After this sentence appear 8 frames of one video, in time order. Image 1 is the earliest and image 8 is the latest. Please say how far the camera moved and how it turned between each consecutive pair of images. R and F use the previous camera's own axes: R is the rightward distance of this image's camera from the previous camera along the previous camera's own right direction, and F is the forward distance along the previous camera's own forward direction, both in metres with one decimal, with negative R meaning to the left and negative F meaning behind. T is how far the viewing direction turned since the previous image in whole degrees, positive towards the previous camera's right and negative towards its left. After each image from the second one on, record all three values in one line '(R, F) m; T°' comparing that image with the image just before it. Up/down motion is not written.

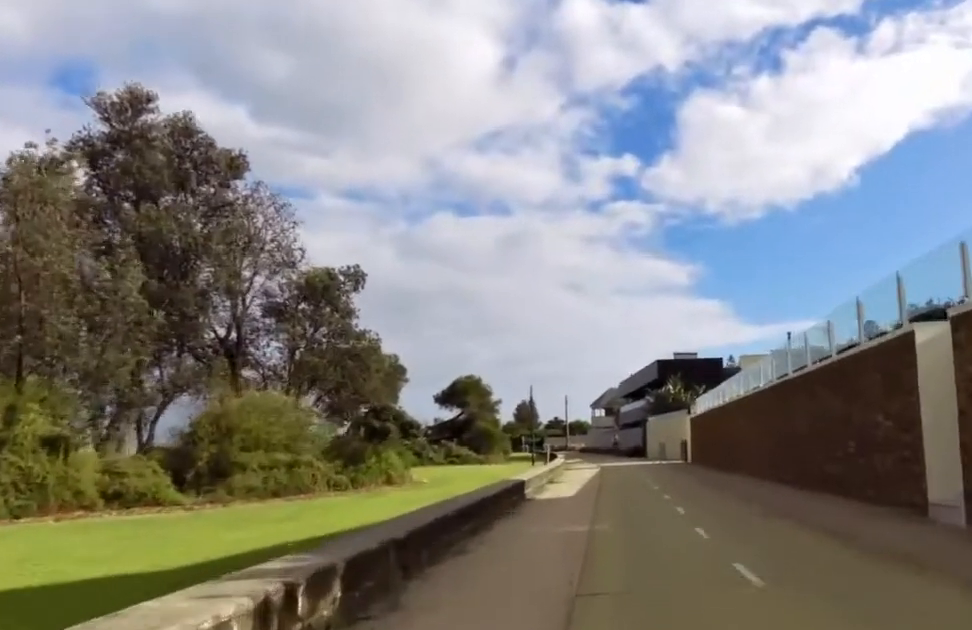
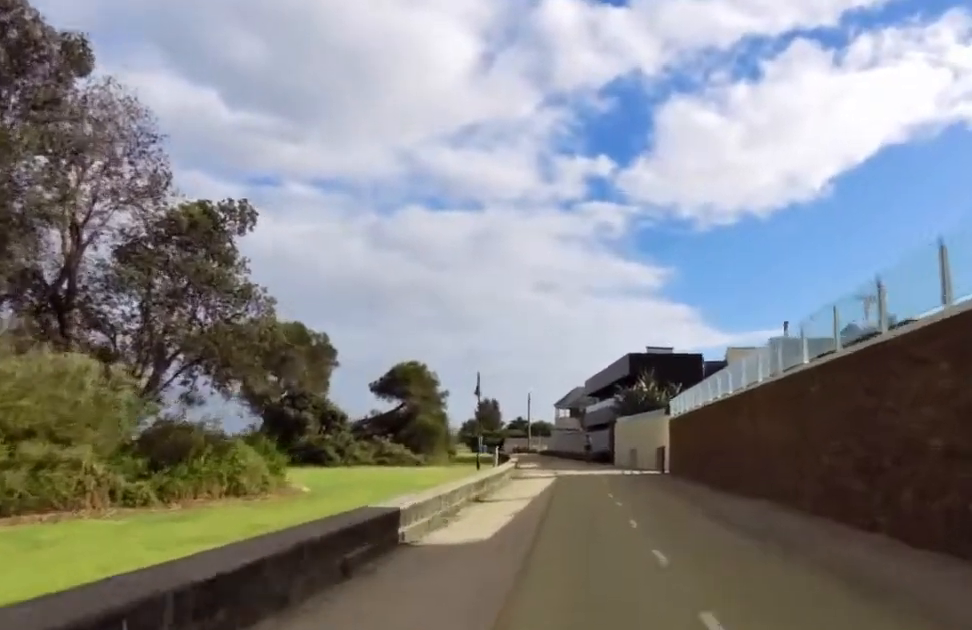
(0.0, +7.1) m; 0°
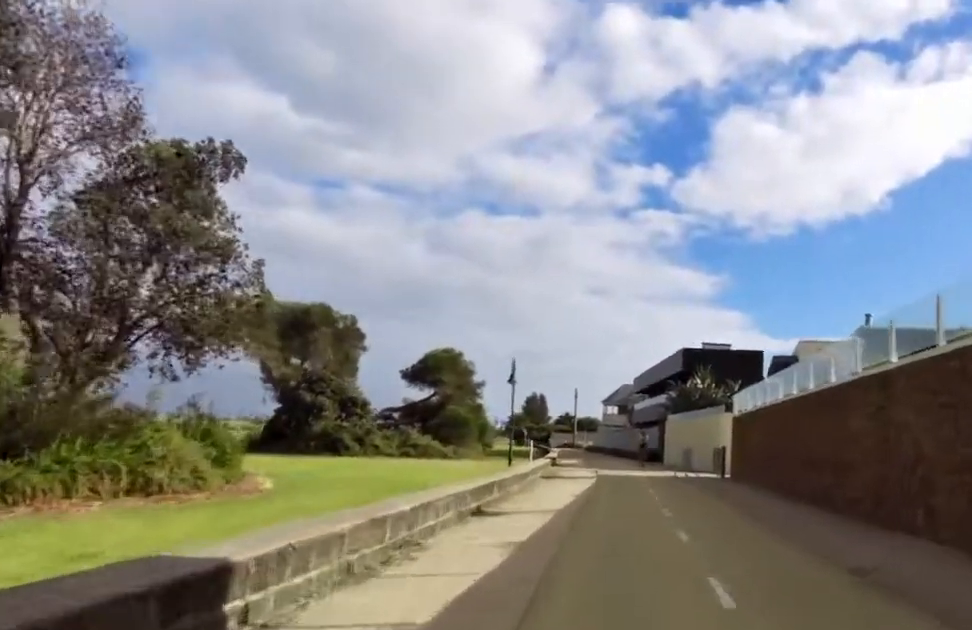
(0.0, +5.1) m; 0°
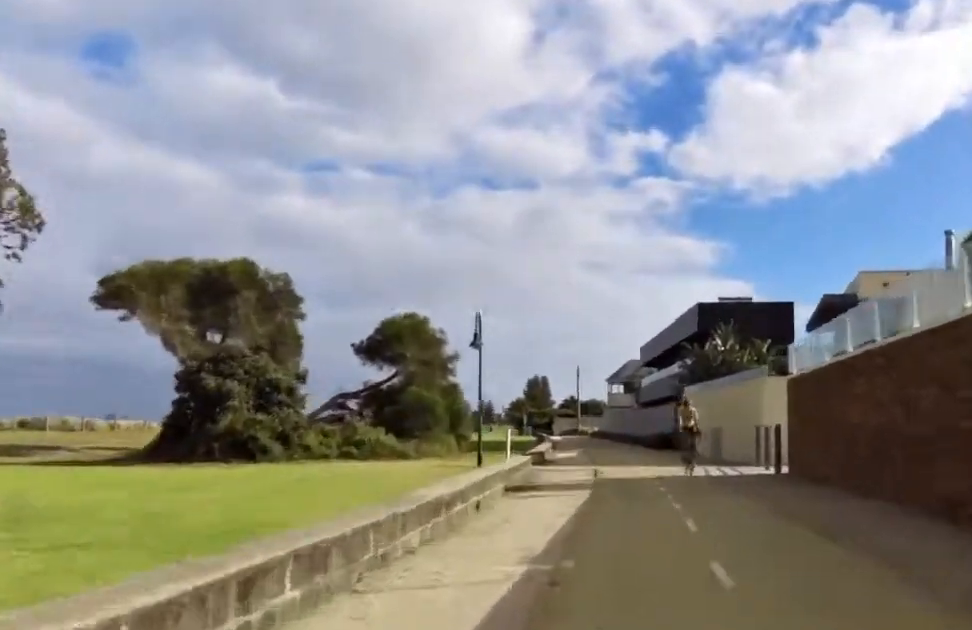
(0.0, +8.9) m; 0°
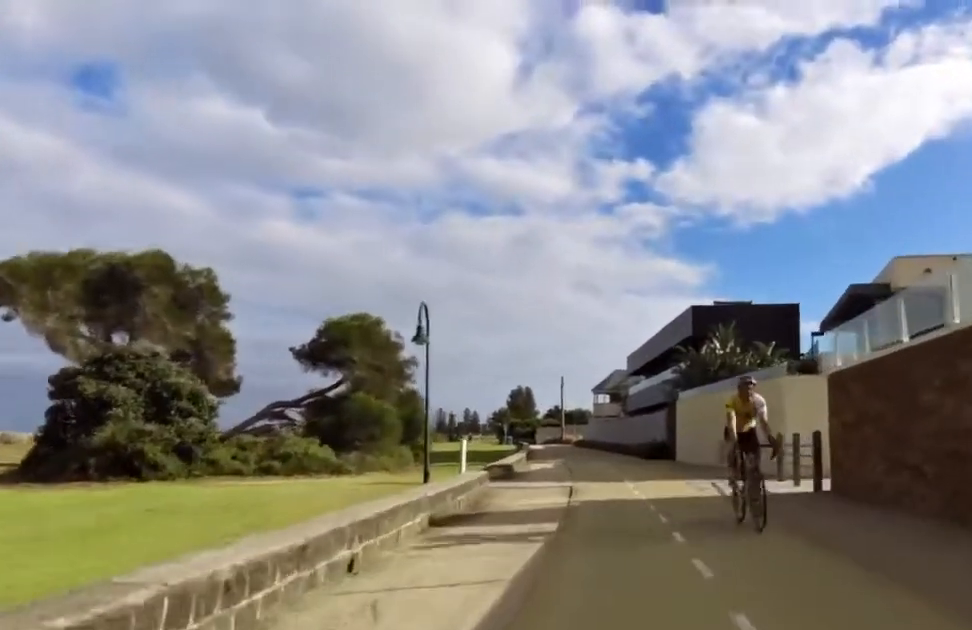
(0.0, +5.4) m; 0°
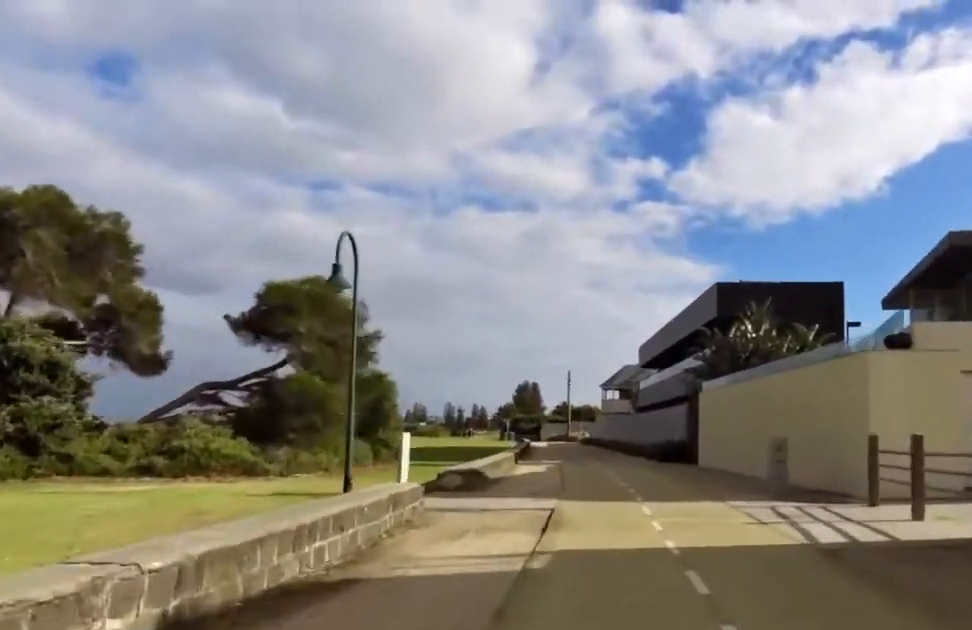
(0.0, +6.1) m; -2°
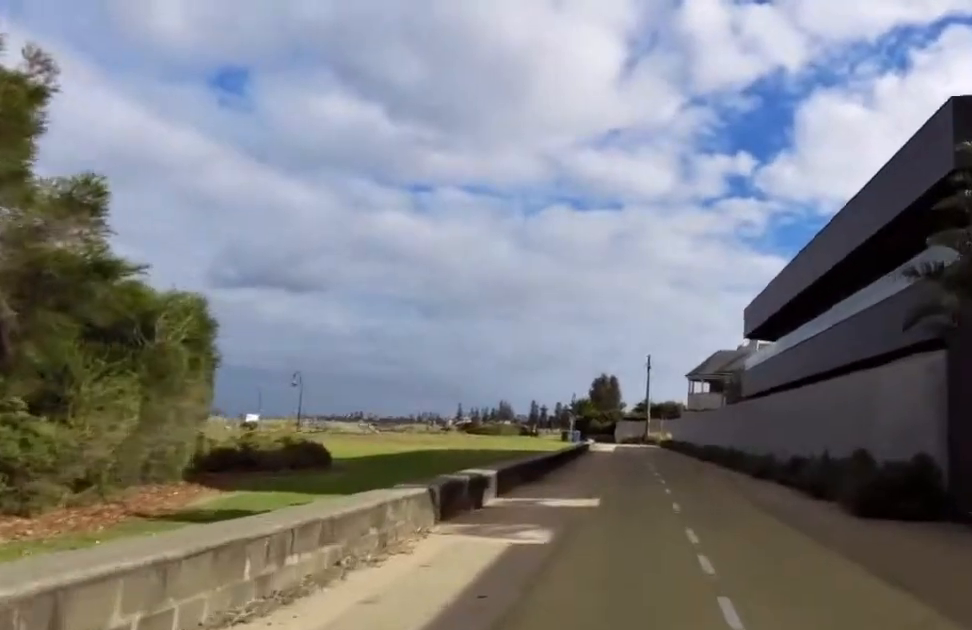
(-1.6, +17.5) m; -3°
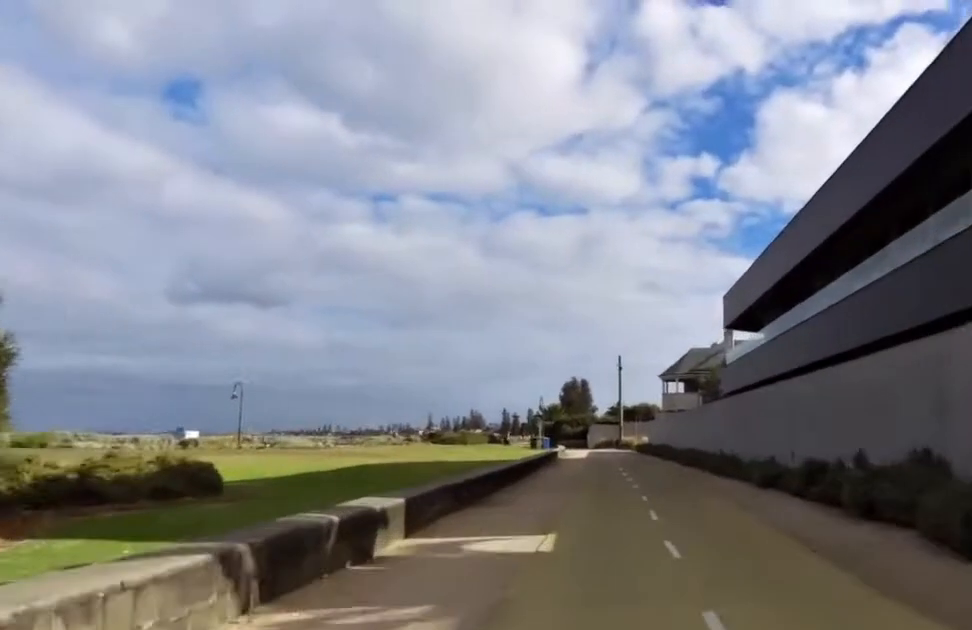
(+0.2, +3.7) m; +4°
